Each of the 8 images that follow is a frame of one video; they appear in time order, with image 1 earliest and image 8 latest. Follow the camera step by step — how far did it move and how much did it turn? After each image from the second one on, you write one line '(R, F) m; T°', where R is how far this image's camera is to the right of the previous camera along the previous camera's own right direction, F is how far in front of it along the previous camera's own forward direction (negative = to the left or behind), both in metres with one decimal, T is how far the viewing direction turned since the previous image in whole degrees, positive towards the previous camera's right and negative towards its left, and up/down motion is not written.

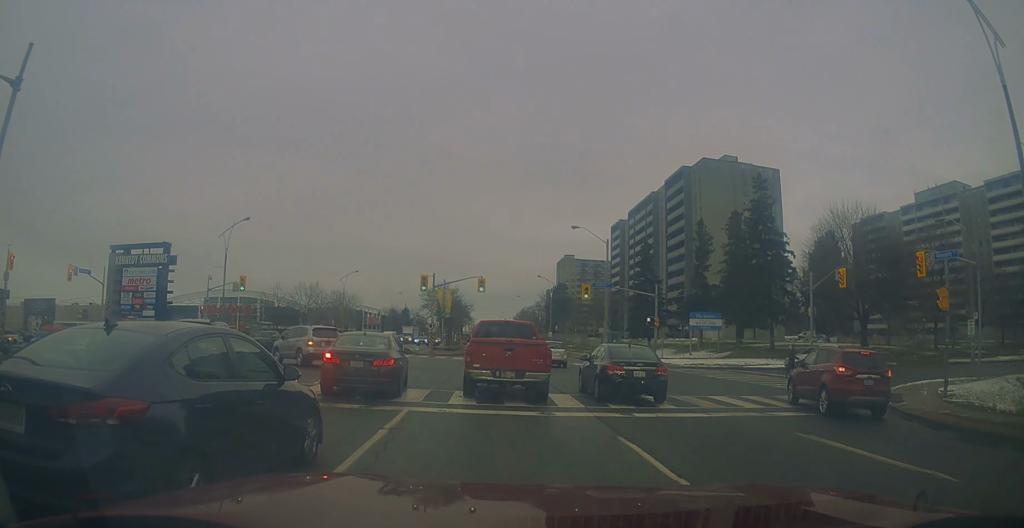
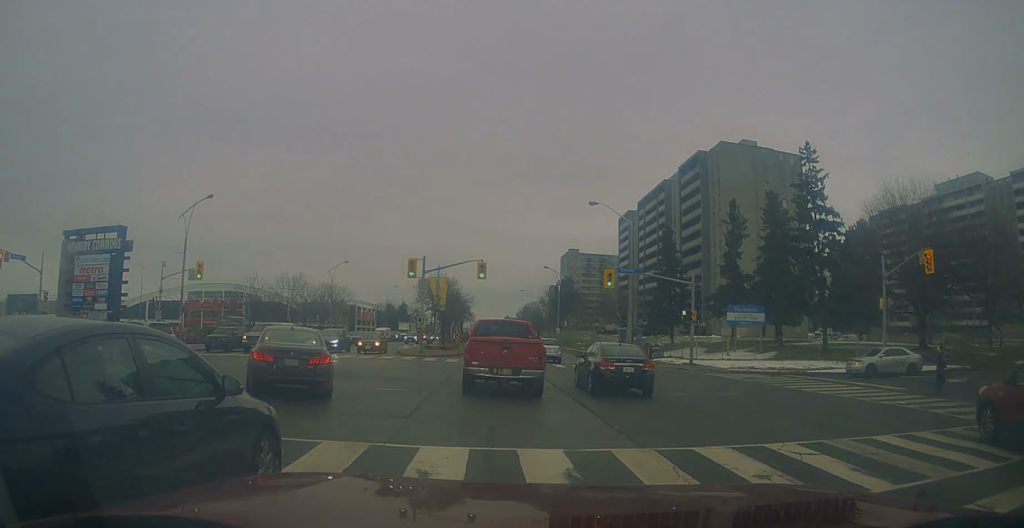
(-0.5, +8.1) m; +2°
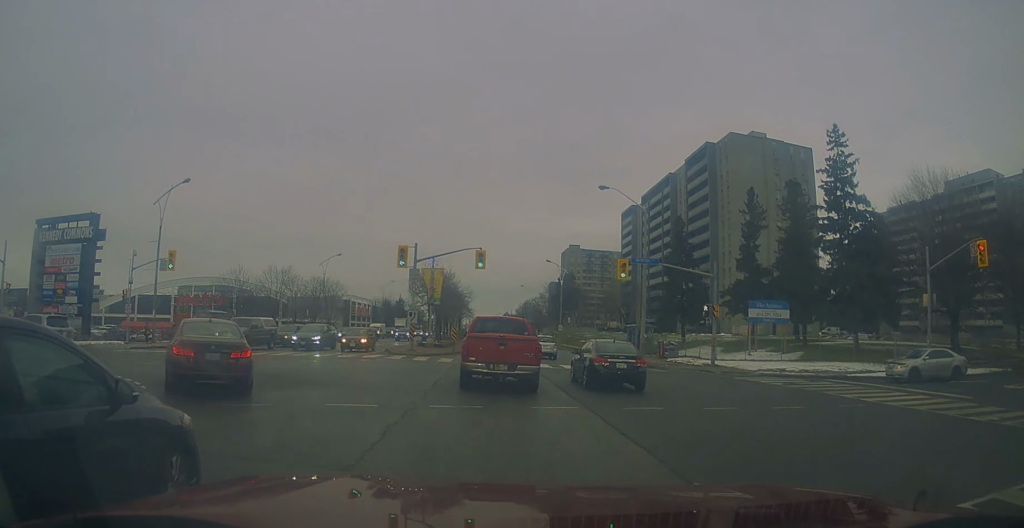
(+0.5, +4.0) m; +1°
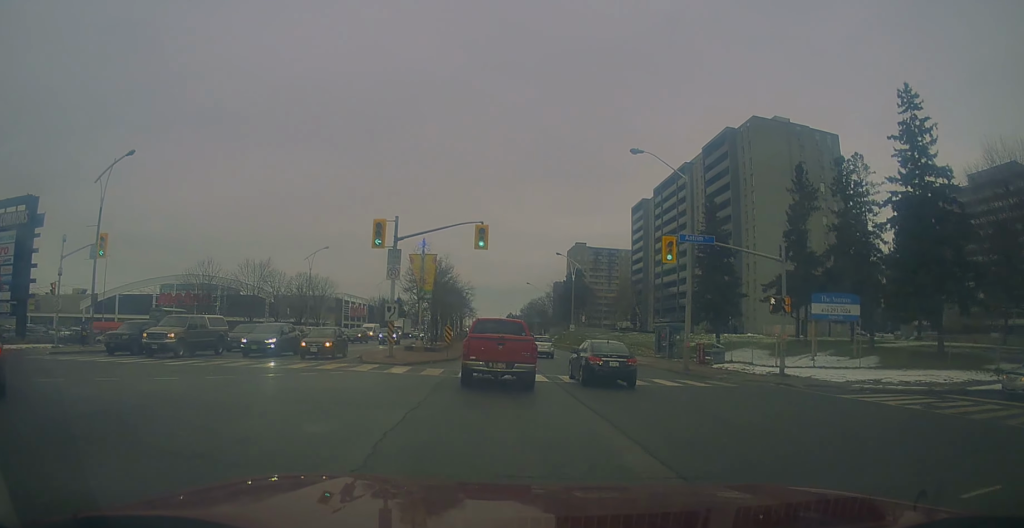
(-0.1, +8.3) m; -1°
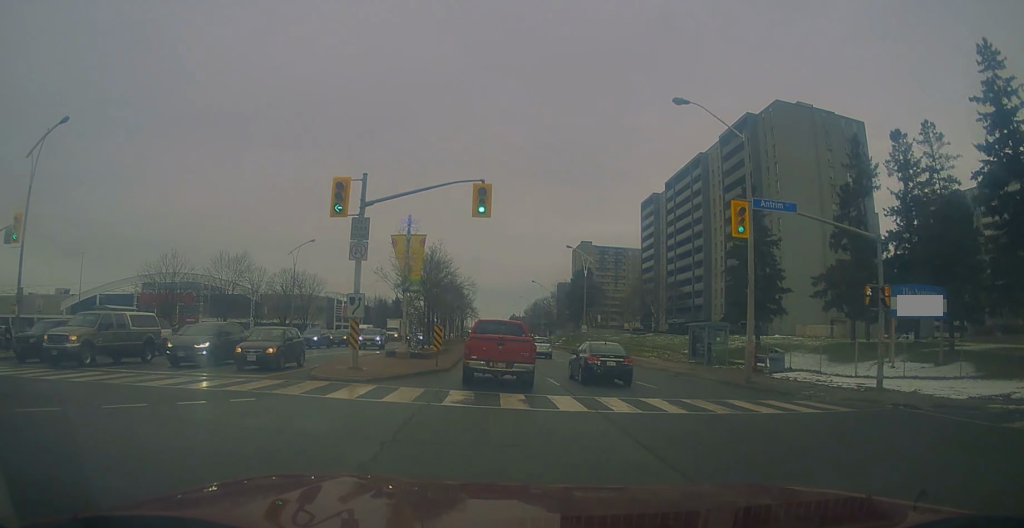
(-0.2, +7.3) m; -1°
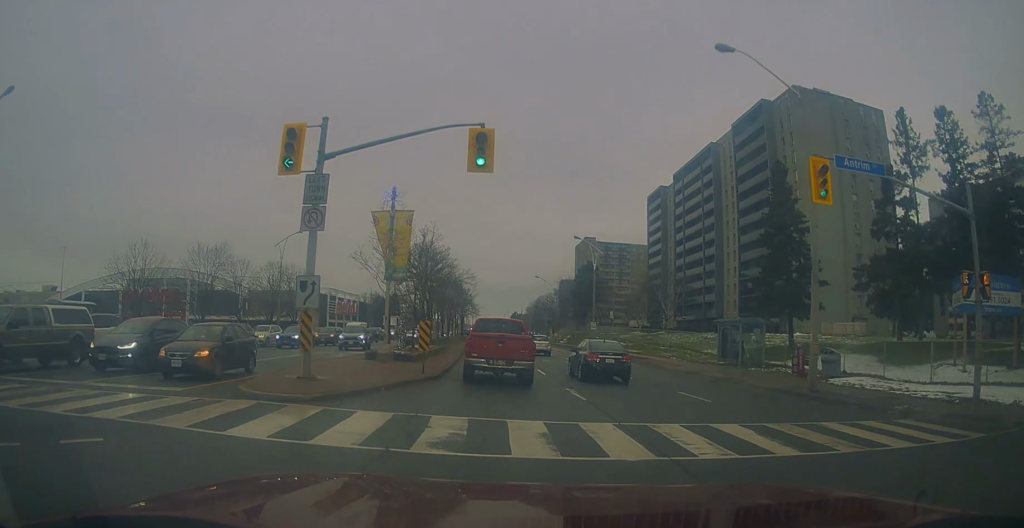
(0.0, +4.9) m; 0°
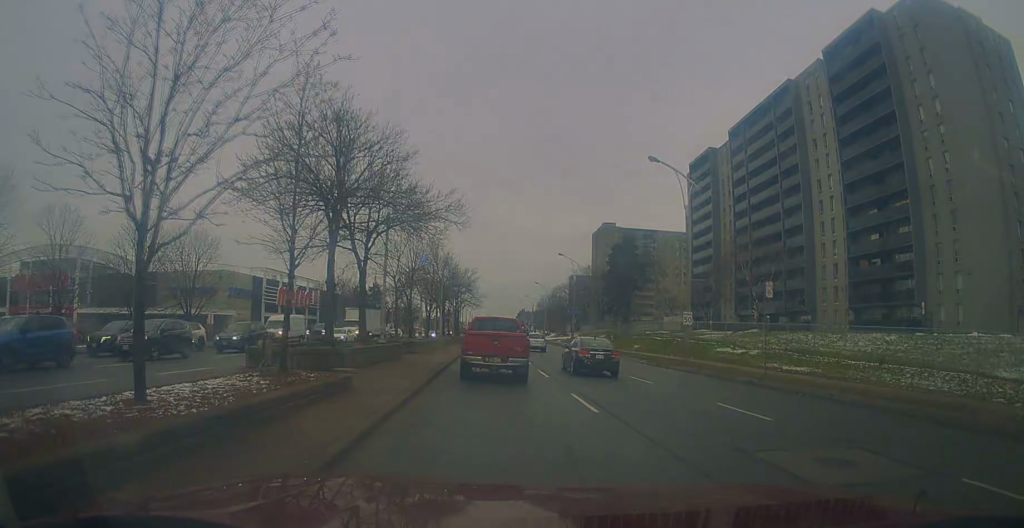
(0.0, +28.8) m; 0°
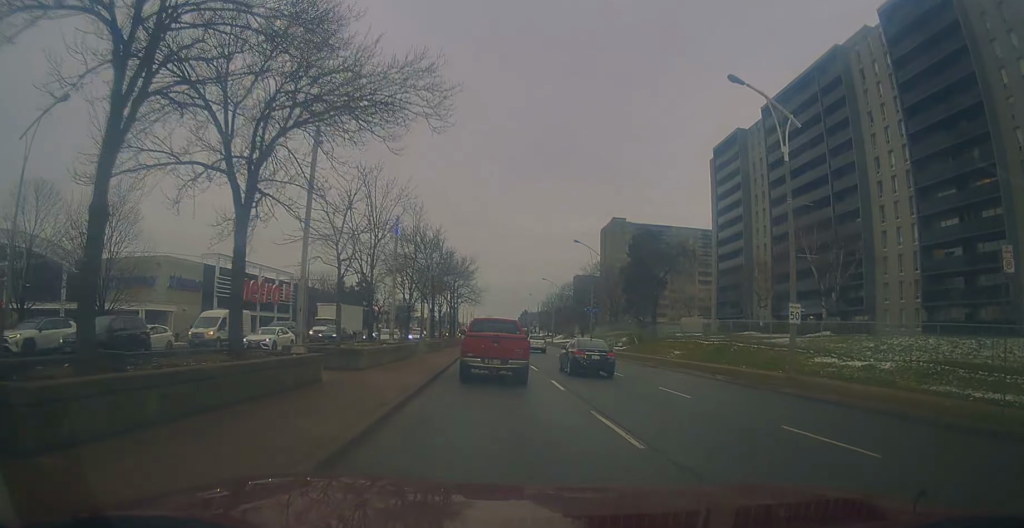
(+0.1, +12.6) m; +2°
